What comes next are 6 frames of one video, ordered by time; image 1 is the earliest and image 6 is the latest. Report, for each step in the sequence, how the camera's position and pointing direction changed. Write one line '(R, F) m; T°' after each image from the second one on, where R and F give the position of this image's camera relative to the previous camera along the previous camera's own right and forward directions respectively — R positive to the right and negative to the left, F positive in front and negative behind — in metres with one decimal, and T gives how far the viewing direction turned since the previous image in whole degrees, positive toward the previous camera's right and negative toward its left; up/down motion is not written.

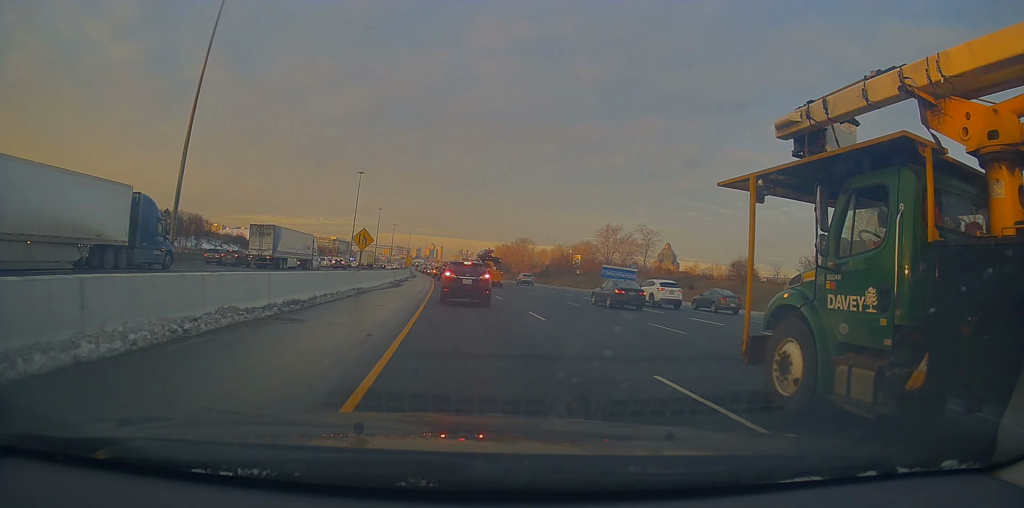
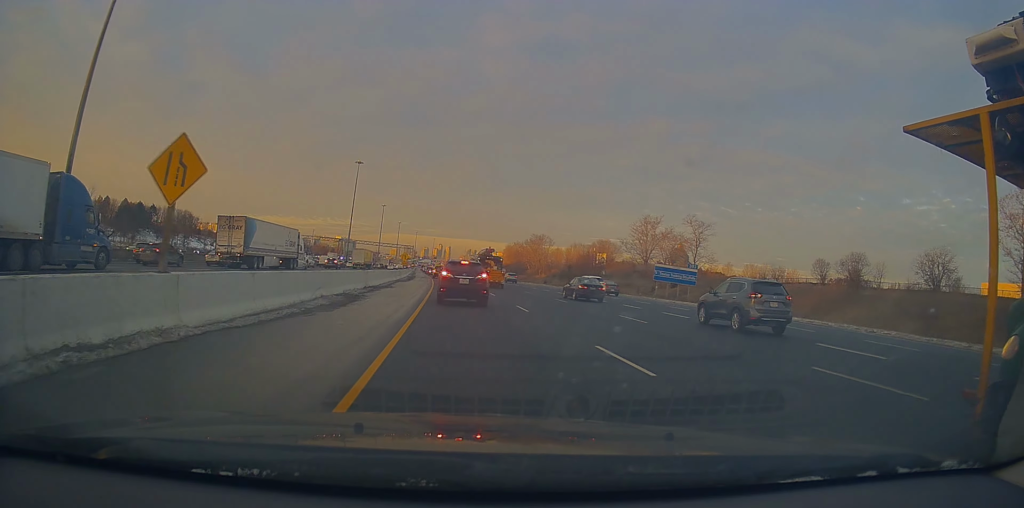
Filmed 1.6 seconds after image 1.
(+1.1, +21.3) m; +1°
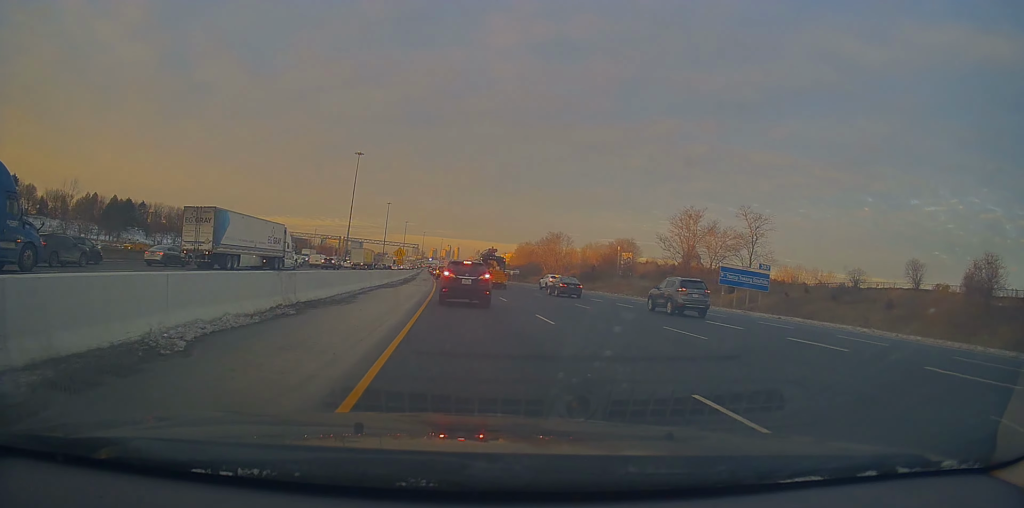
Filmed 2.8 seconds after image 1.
(-1.0, +16.9) m; -3°
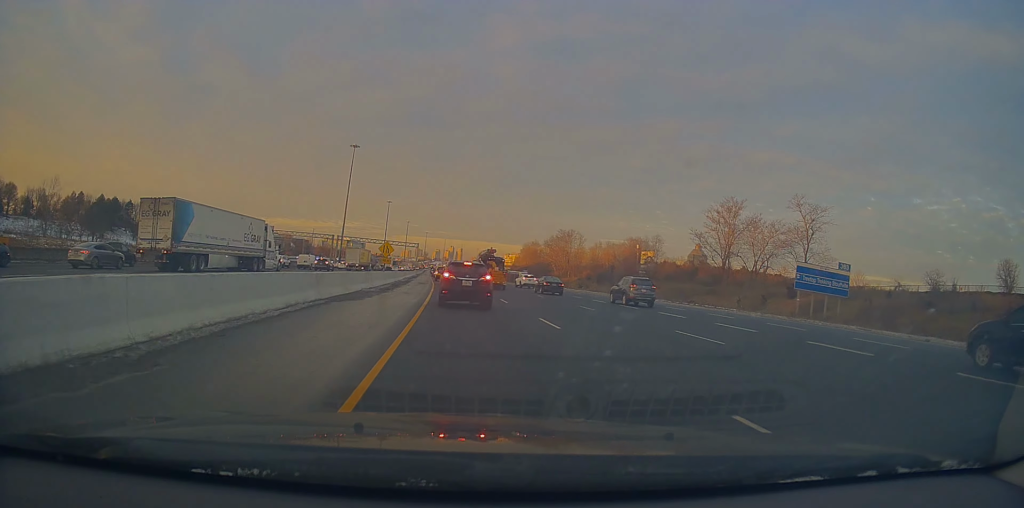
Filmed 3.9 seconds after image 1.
(+0.7, +13.5) m; +4°
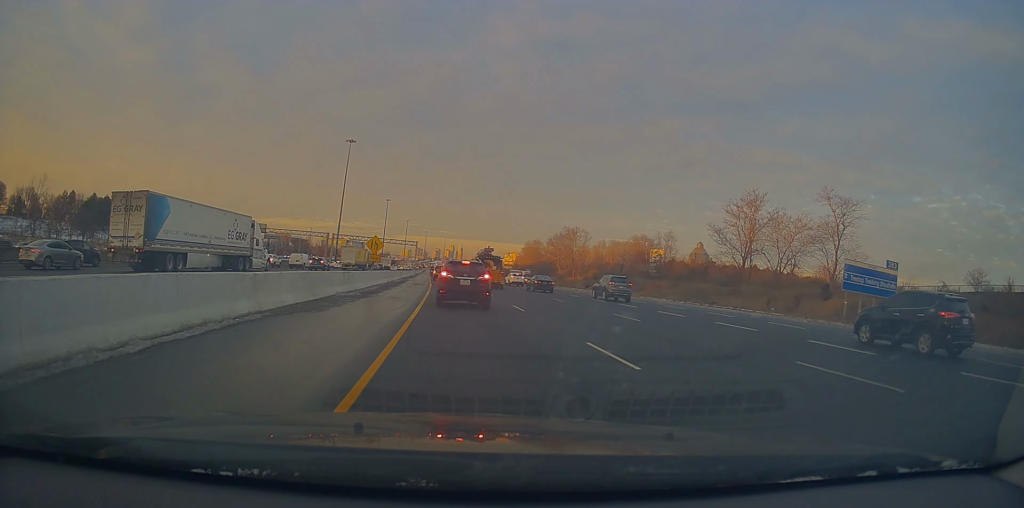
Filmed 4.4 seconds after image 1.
(+0.1, +6.4) m; -1°
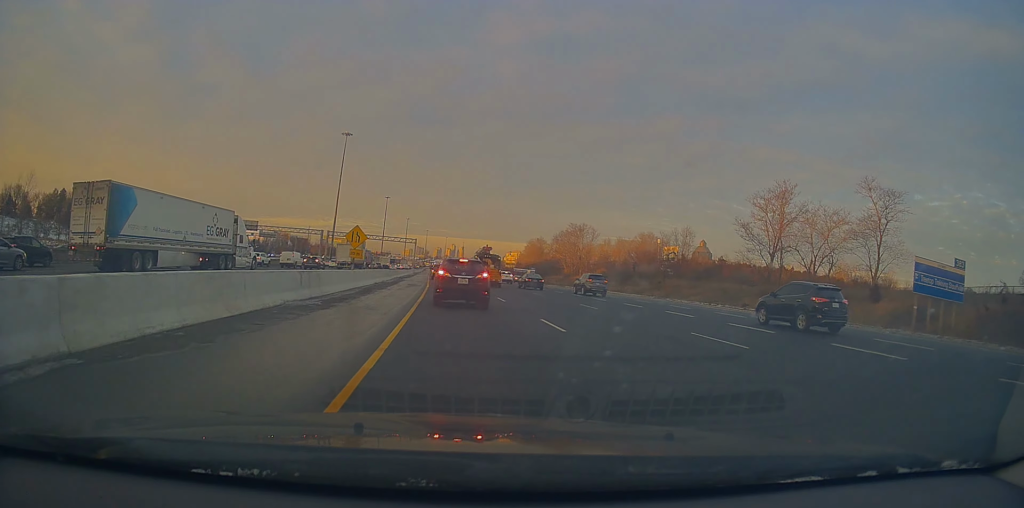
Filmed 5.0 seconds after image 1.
(+0.1, +7.5) m; -1°
